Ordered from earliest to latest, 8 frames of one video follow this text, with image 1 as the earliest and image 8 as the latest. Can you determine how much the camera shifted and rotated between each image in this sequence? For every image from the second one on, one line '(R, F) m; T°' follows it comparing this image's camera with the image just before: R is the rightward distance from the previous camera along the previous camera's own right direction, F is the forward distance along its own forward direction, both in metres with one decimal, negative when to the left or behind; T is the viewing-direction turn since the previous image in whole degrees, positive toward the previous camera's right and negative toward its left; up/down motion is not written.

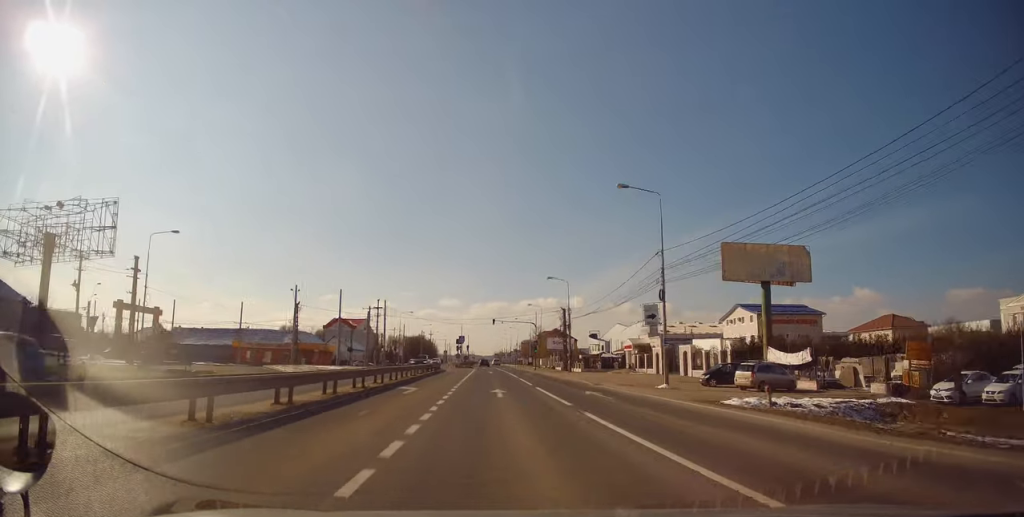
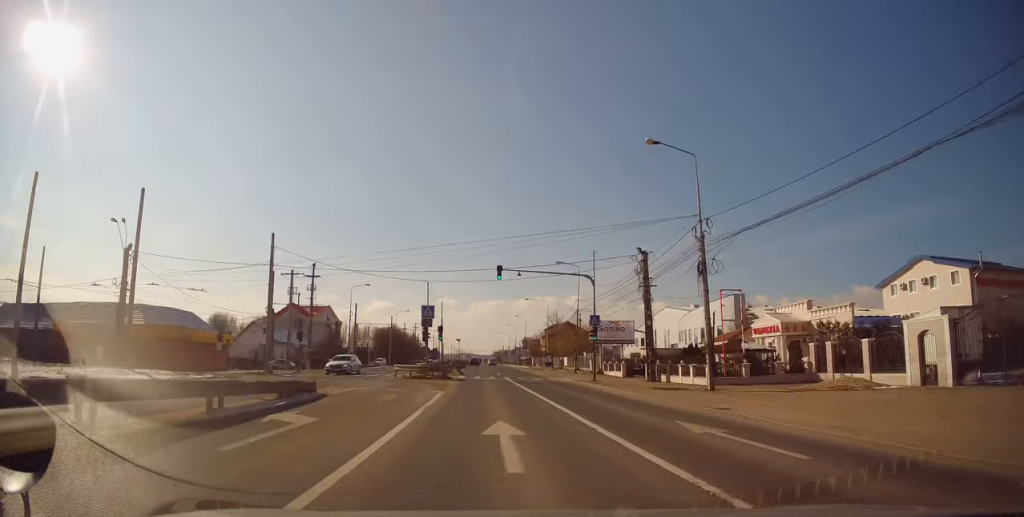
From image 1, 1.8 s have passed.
(-0.5, +42.4) m; -1°
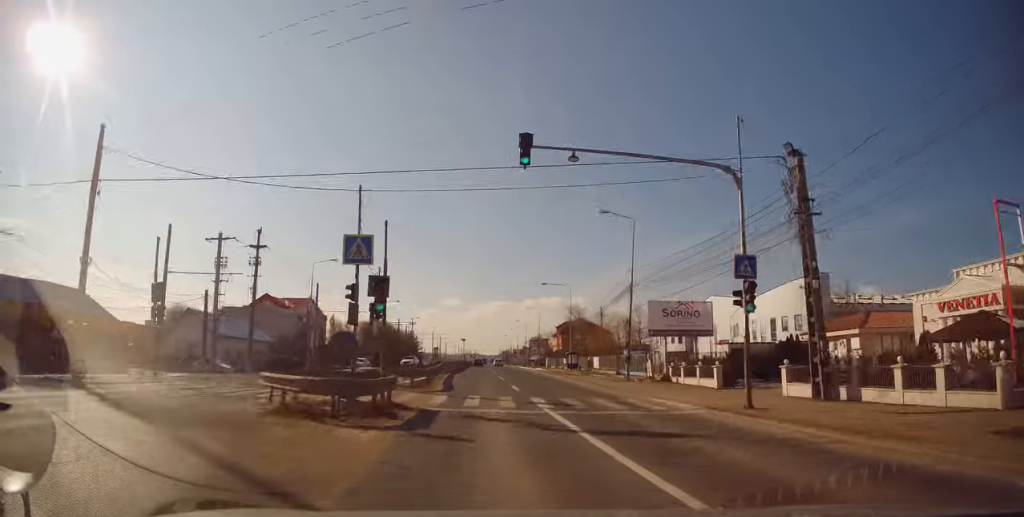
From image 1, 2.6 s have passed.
(0.0, +20.1) m; 0°
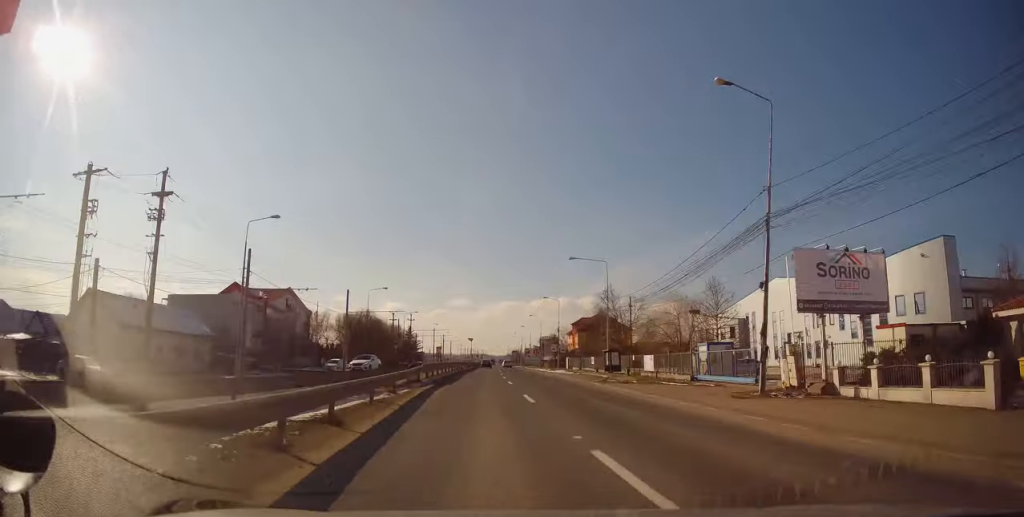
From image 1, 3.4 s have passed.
(0.0, +18.7) m; -1°
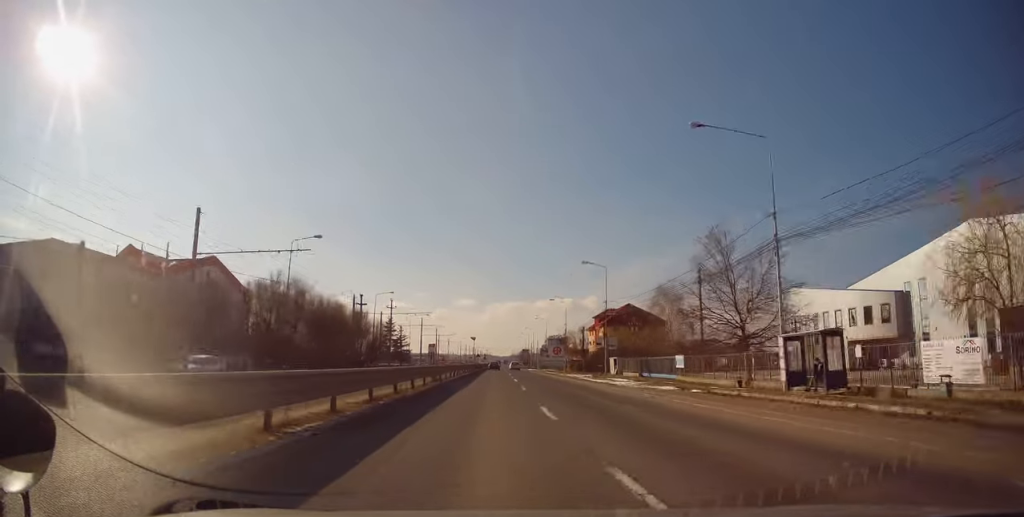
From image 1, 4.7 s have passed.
(-0.5, +33.1) m; -1°
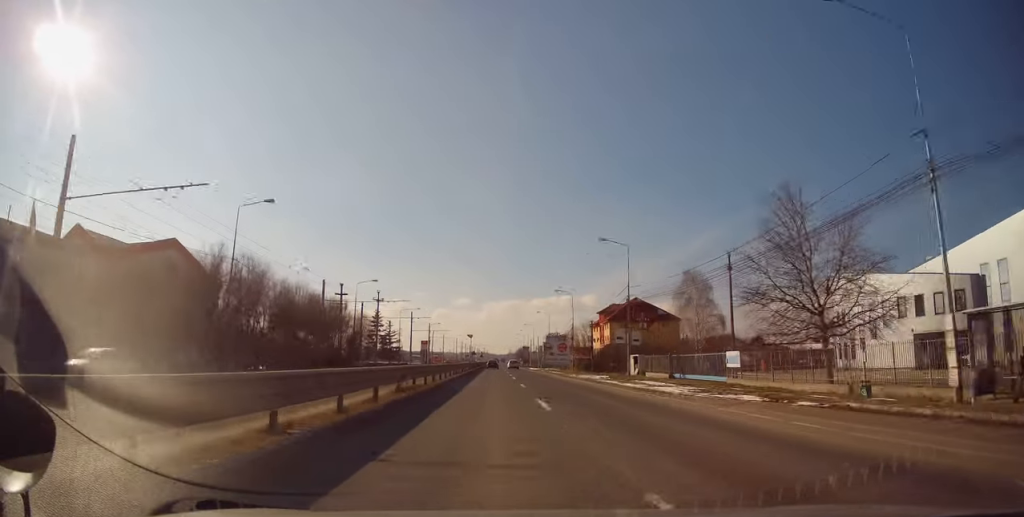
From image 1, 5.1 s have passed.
(0.0, +10.1) m; +1°
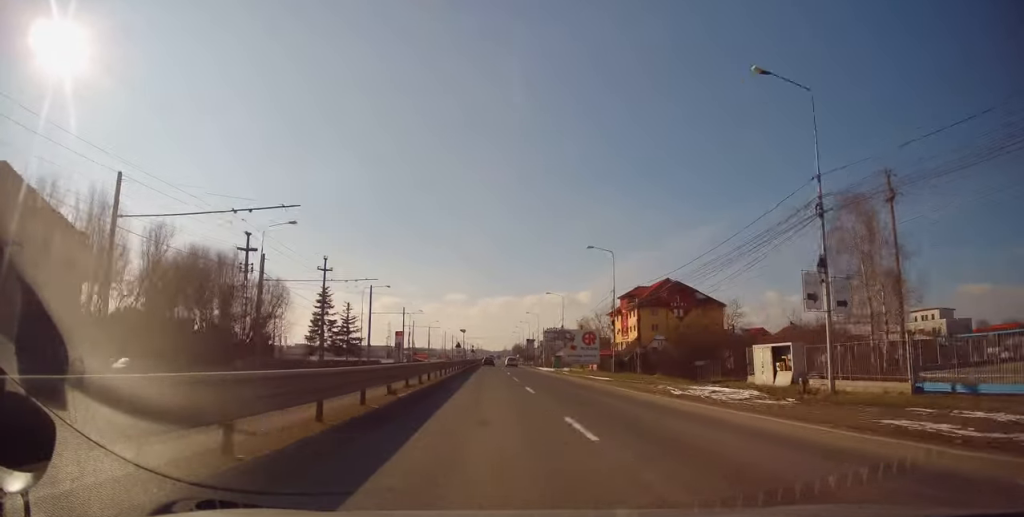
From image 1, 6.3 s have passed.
(+0.4, +28.8) m; +1°
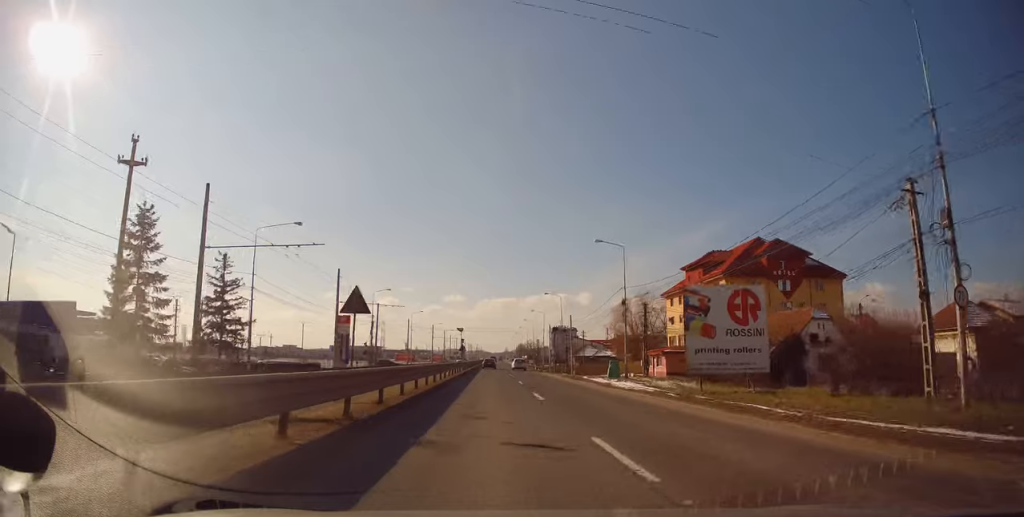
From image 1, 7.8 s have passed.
(-0.3, +39.2) m; 0°
